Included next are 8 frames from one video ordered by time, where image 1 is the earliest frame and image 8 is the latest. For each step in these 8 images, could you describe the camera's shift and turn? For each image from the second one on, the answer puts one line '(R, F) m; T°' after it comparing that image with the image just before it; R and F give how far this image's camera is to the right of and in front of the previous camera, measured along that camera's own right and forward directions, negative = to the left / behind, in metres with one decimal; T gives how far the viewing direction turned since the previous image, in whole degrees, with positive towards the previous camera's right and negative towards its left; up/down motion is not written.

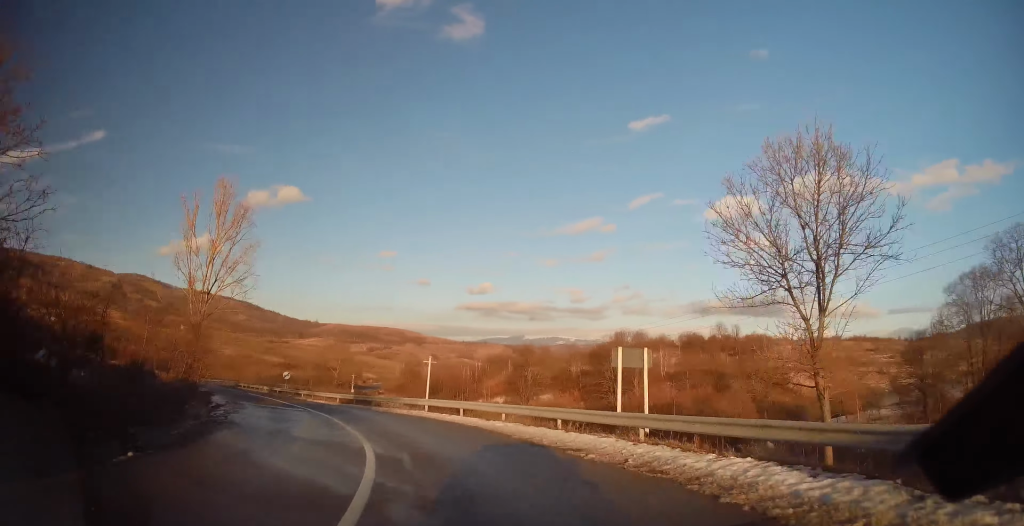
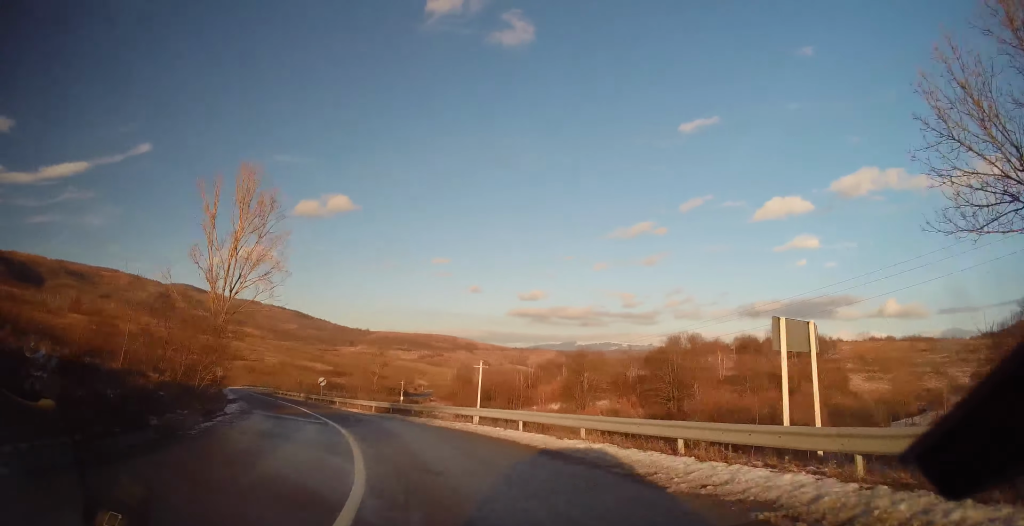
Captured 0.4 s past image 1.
(0.0, +5.6) m; -5°
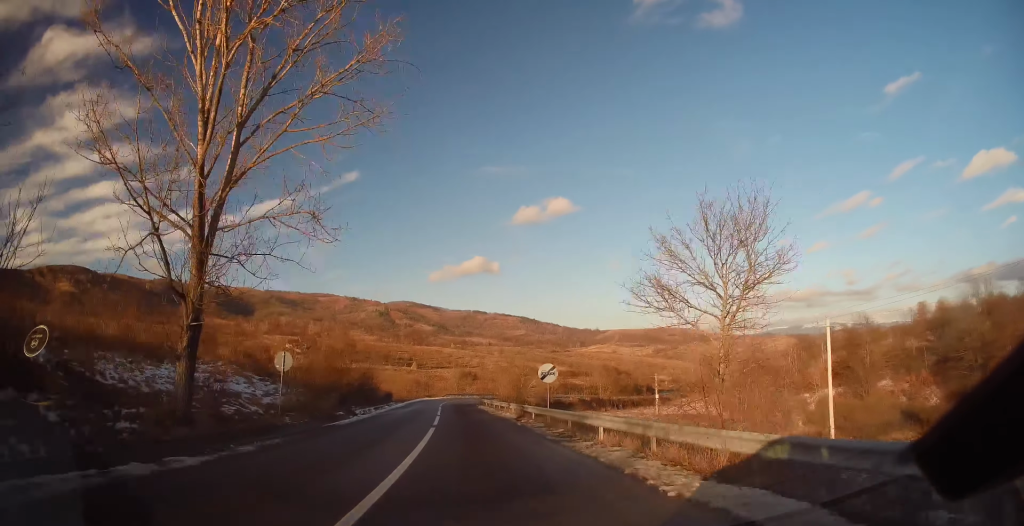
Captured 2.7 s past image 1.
(-8.3, +32.2) m; -20°
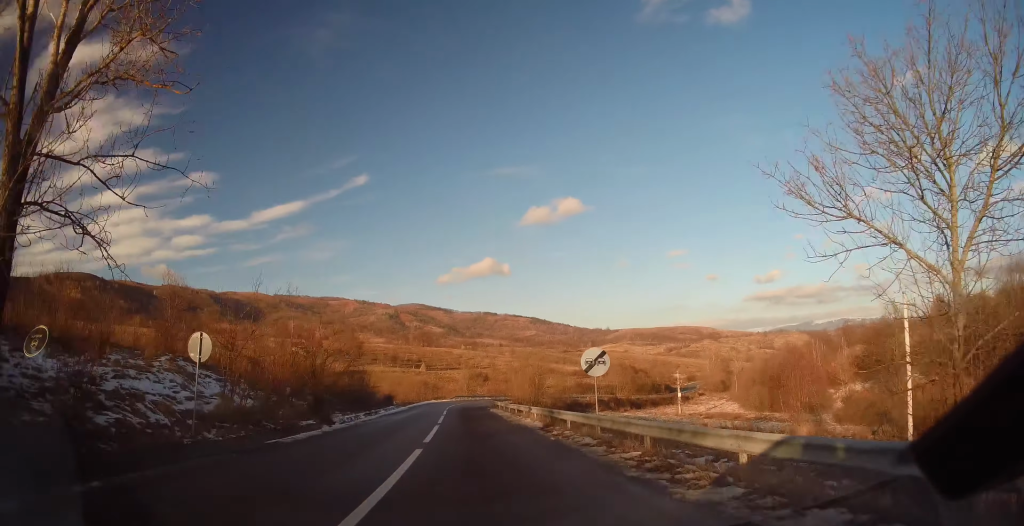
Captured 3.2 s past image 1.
(0.0, +7.7) m; 0°
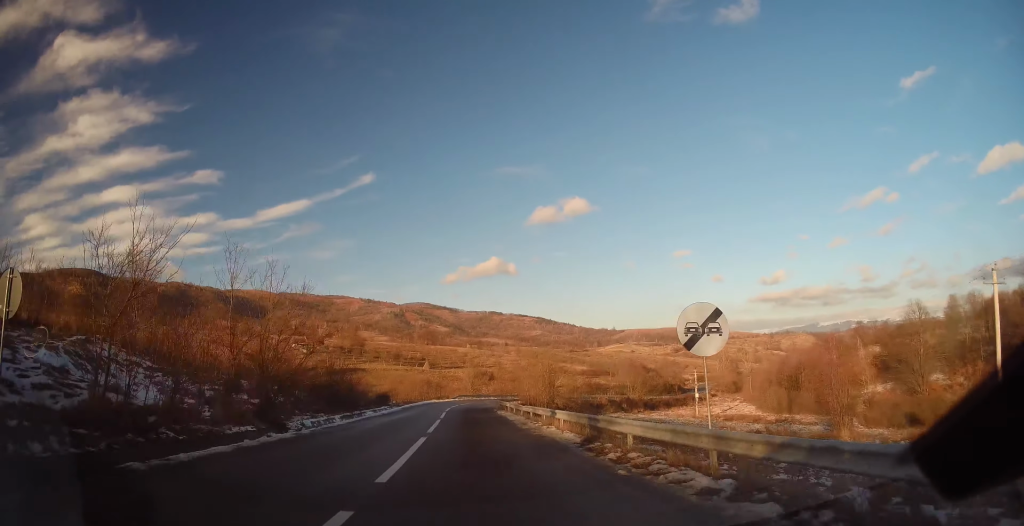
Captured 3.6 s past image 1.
(-0.1, +7.3) m; -1°
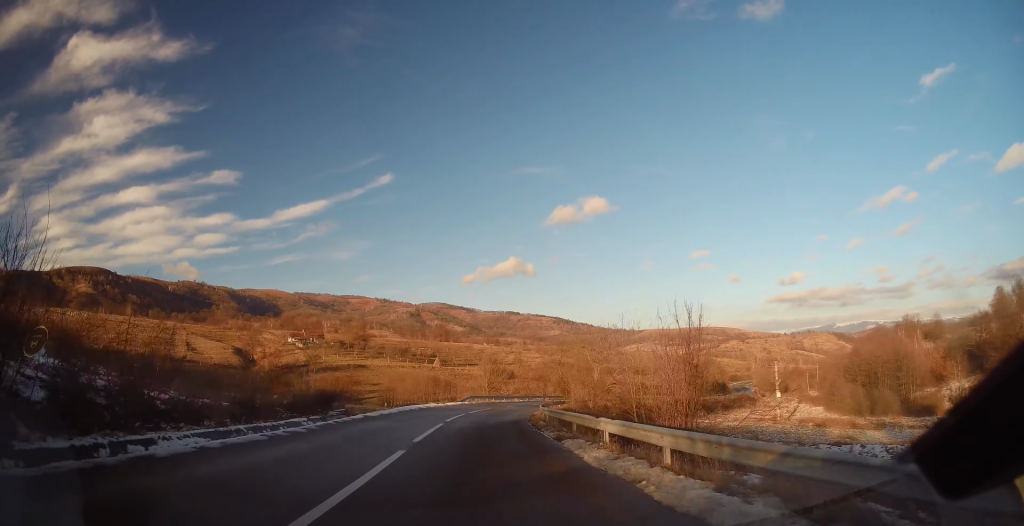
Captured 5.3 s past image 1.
(-1.0, +27.3) m; -1°
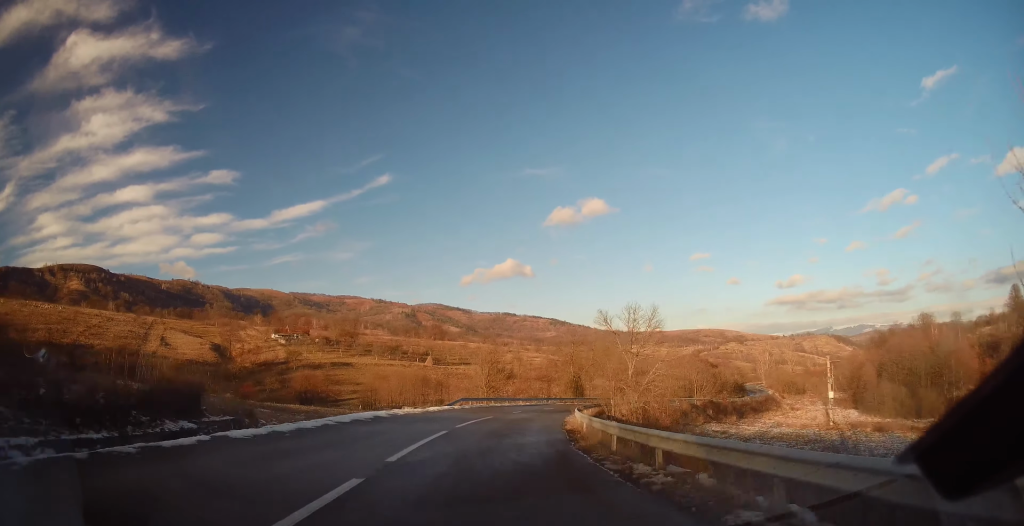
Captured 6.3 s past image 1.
(+0.7, +16.1) m; +3°
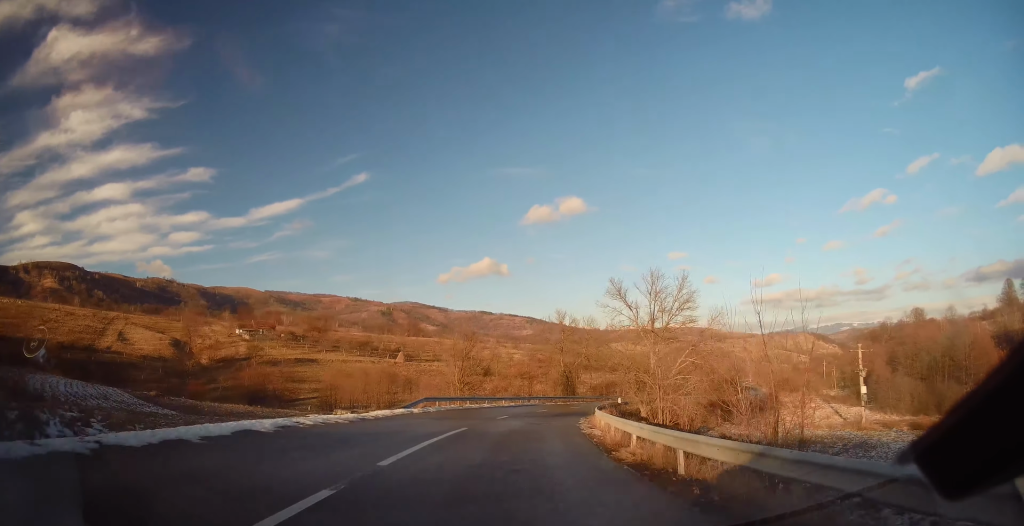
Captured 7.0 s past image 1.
(+0.1, +12.5) m; +3°
